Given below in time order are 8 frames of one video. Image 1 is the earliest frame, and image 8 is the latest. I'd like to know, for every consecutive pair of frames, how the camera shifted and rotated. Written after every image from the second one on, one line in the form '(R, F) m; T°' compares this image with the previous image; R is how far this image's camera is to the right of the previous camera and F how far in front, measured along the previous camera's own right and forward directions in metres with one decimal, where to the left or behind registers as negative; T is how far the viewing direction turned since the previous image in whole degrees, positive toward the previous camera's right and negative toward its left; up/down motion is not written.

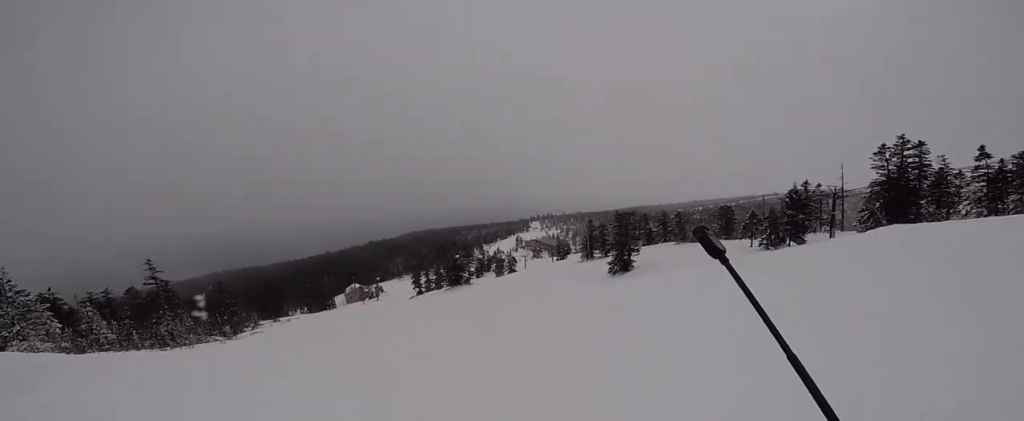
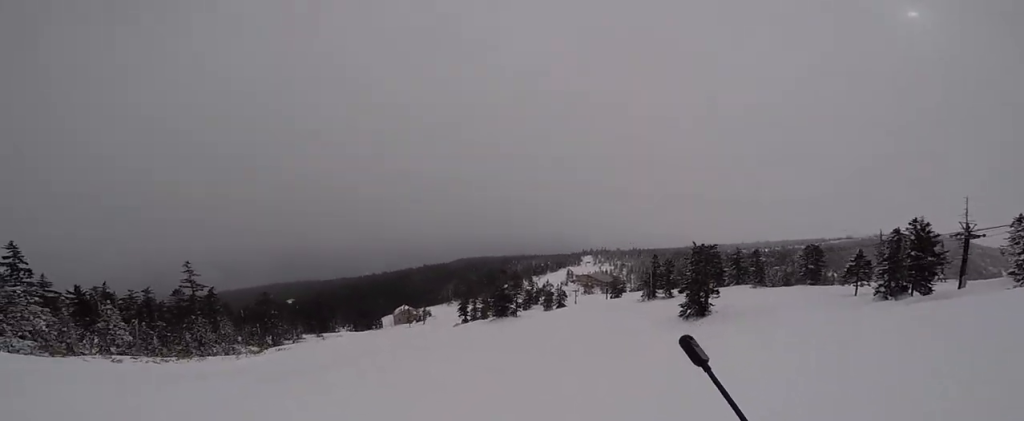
(-0.5, +7.1) m; -5°
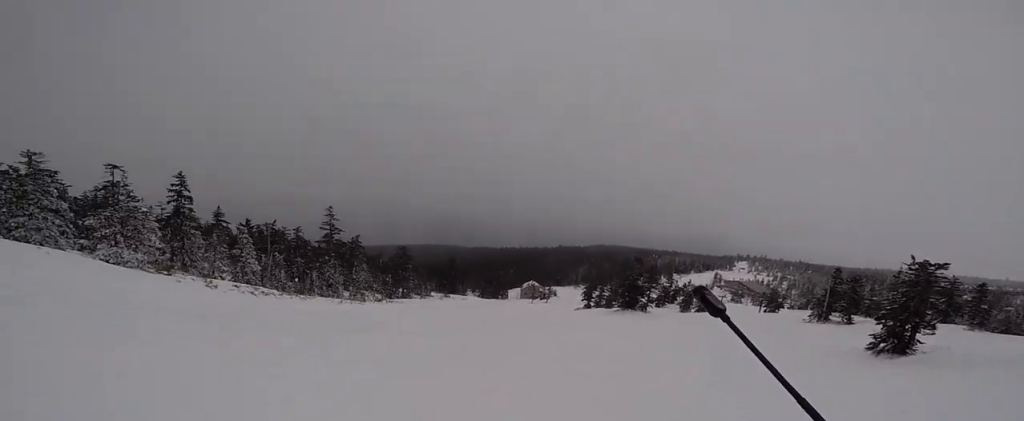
(-0.3, +7.1) m; -7°
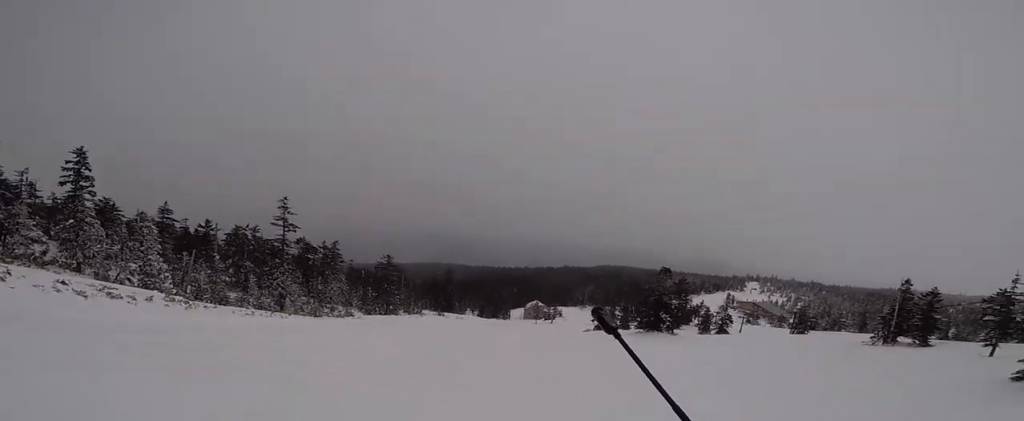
(-1.9, +13.4) m; -7°
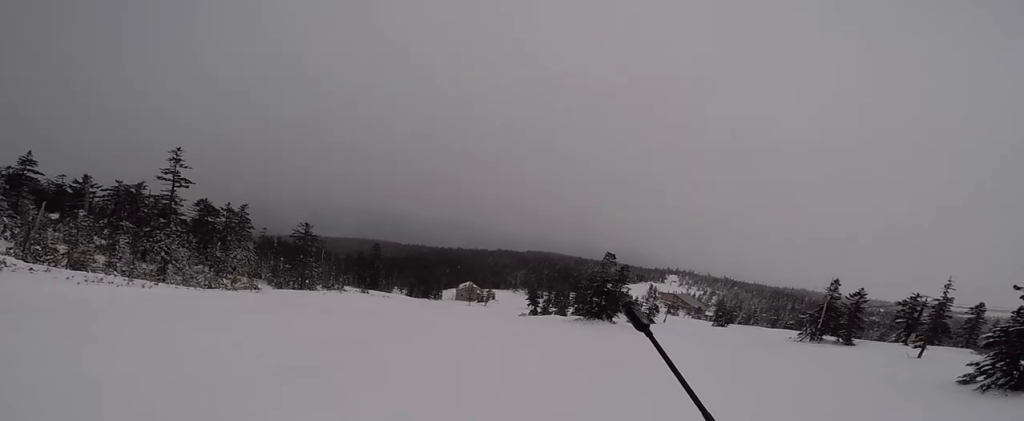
(+0.1, +5.2) m; +3°
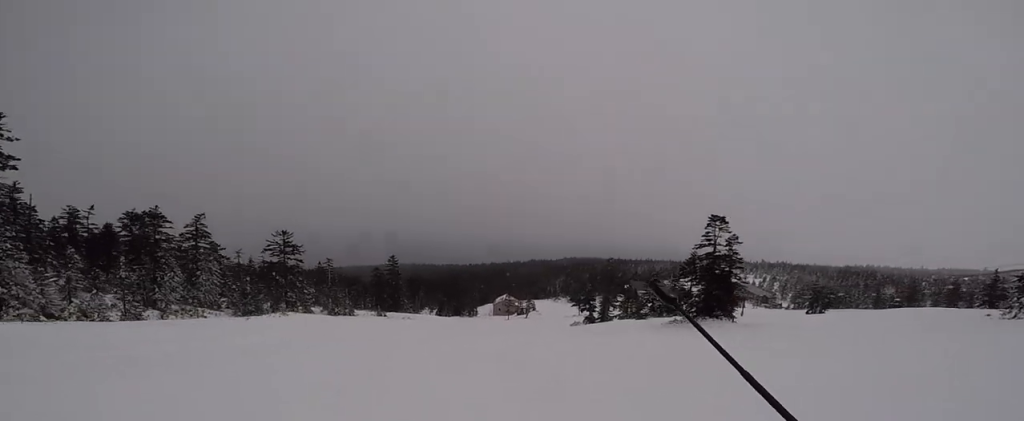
(+2.1, +20.4) m; +5°
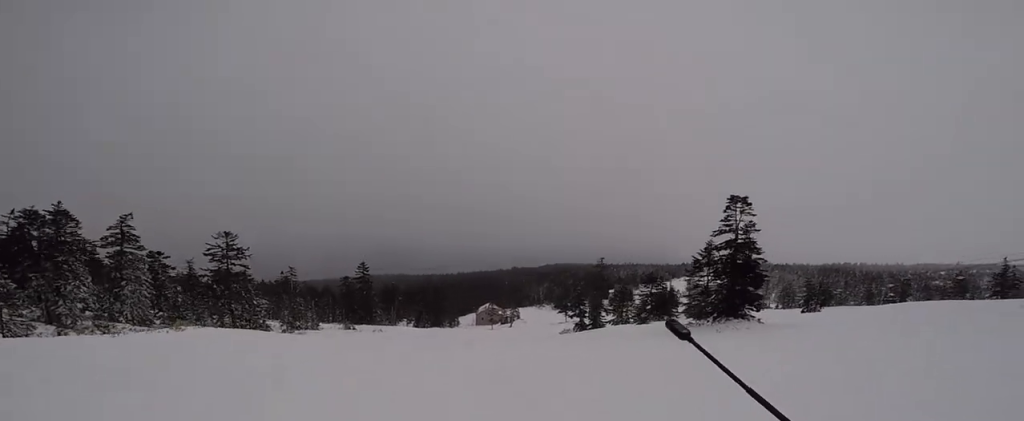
(0.0, +7.3) m; -1°
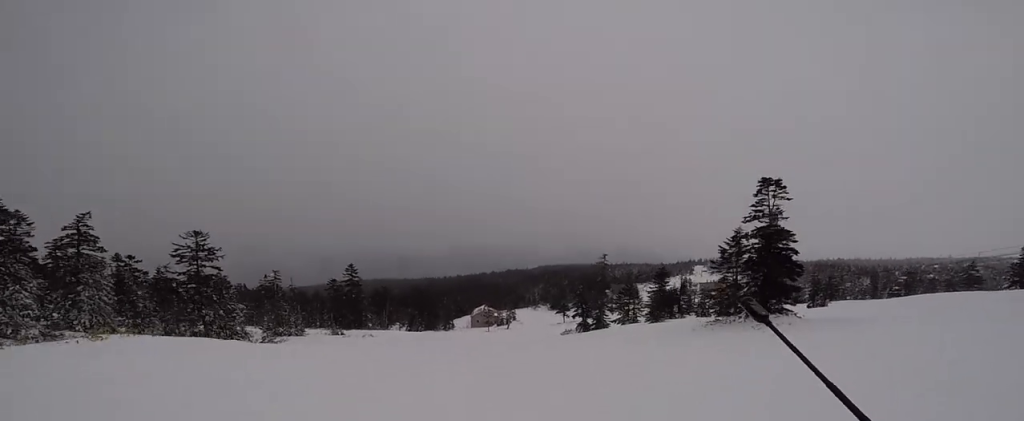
(-0.1, +4.5) m; 0°
